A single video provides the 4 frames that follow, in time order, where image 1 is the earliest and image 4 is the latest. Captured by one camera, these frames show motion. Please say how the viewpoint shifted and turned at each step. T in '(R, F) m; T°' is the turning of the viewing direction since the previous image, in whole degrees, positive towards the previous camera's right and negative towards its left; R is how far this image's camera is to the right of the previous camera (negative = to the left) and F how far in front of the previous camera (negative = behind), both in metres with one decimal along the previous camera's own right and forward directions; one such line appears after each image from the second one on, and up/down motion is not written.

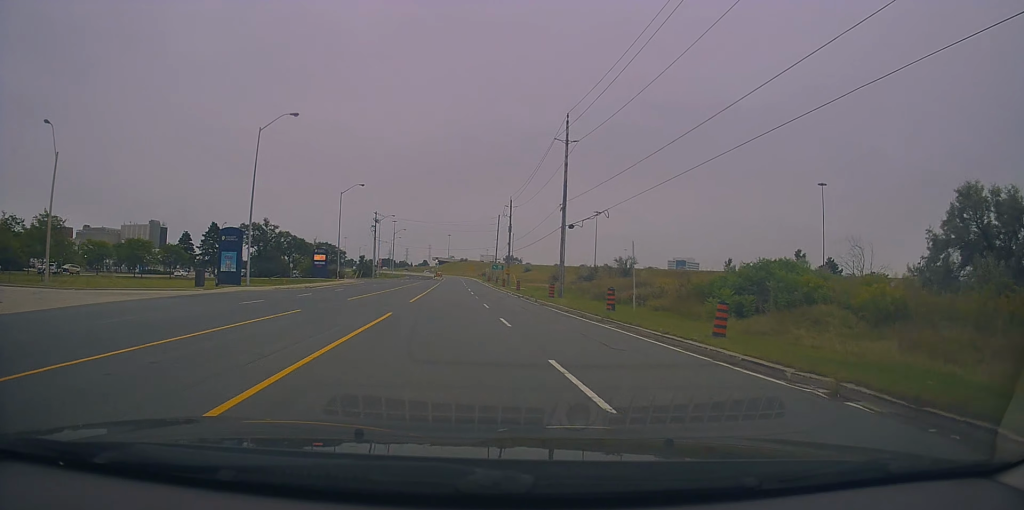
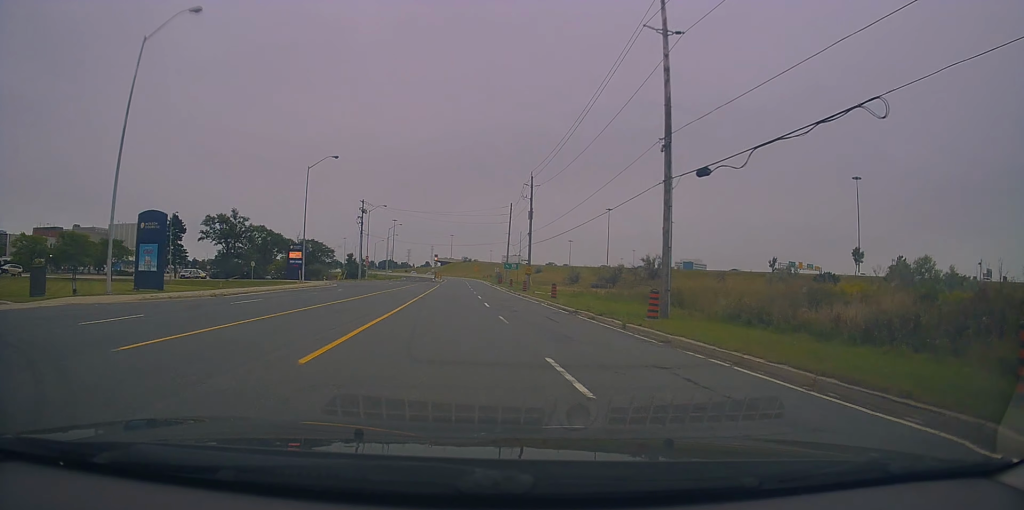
(-0.3, +19.2) m; 0°
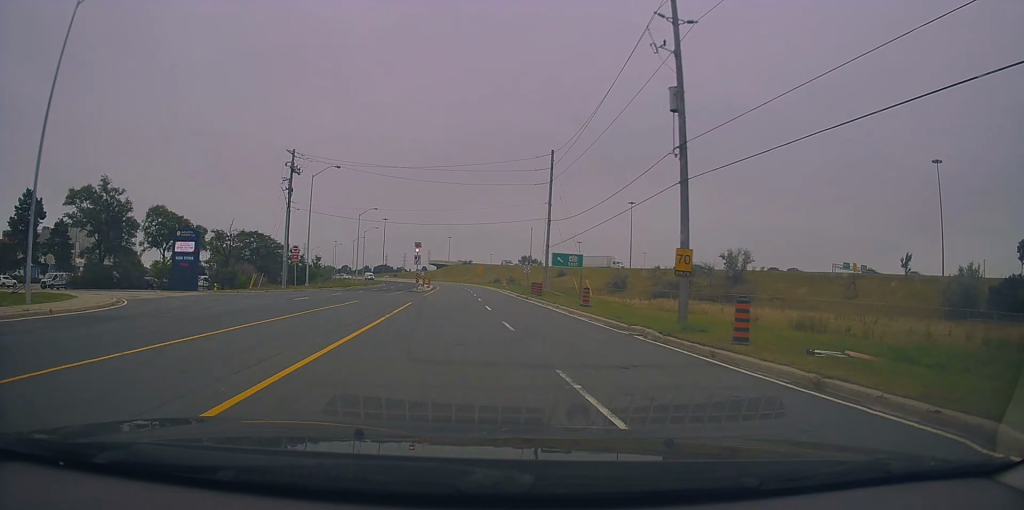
(+0.9, +40.9) m; 0°
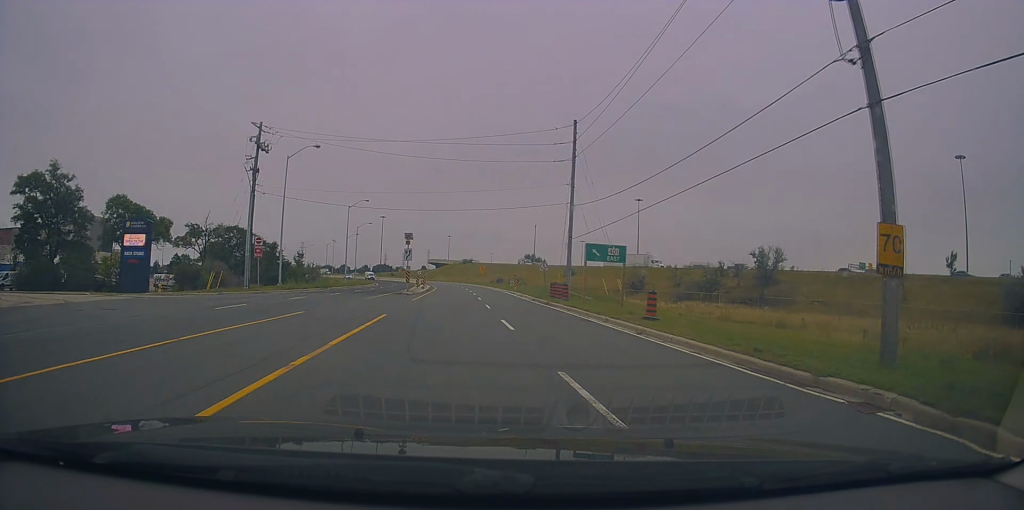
(-0.1, +9.8) m; 0°
